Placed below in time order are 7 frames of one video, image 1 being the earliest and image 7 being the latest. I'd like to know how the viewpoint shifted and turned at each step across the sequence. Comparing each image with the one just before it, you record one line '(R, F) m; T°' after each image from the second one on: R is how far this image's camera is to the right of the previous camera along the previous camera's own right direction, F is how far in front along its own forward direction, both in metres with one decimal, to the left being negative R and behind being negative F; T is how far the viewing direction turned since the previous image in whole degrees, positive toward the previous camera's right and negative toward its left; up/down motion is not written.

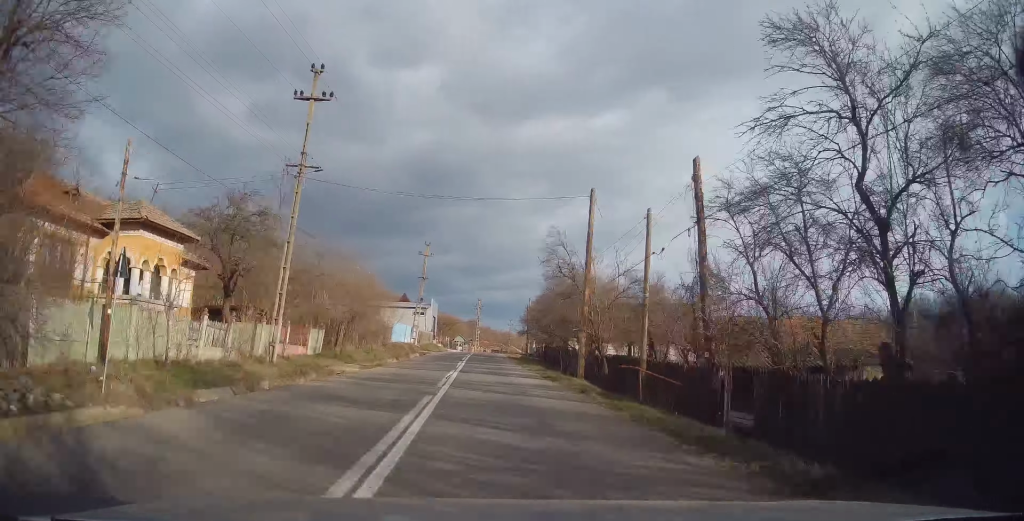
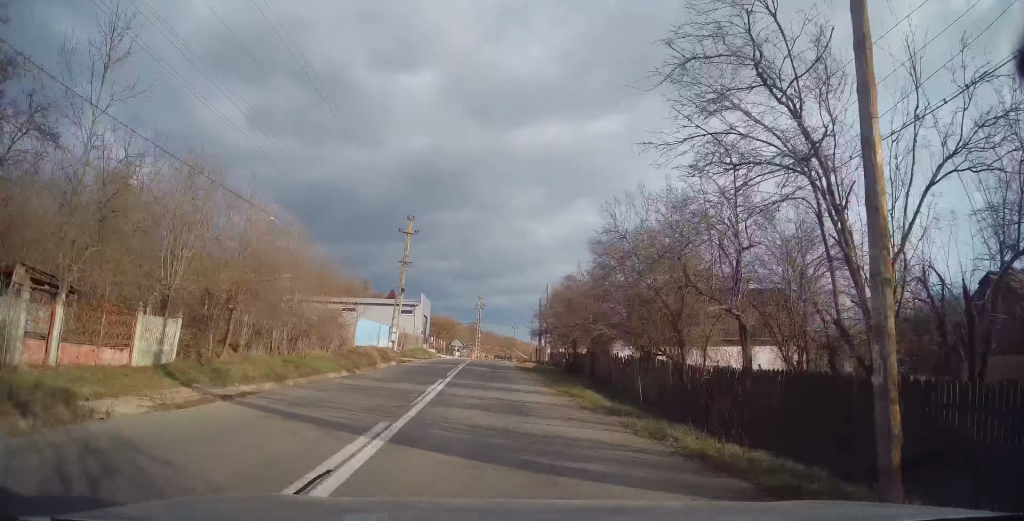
(-0.5, +15.5) m; 0°
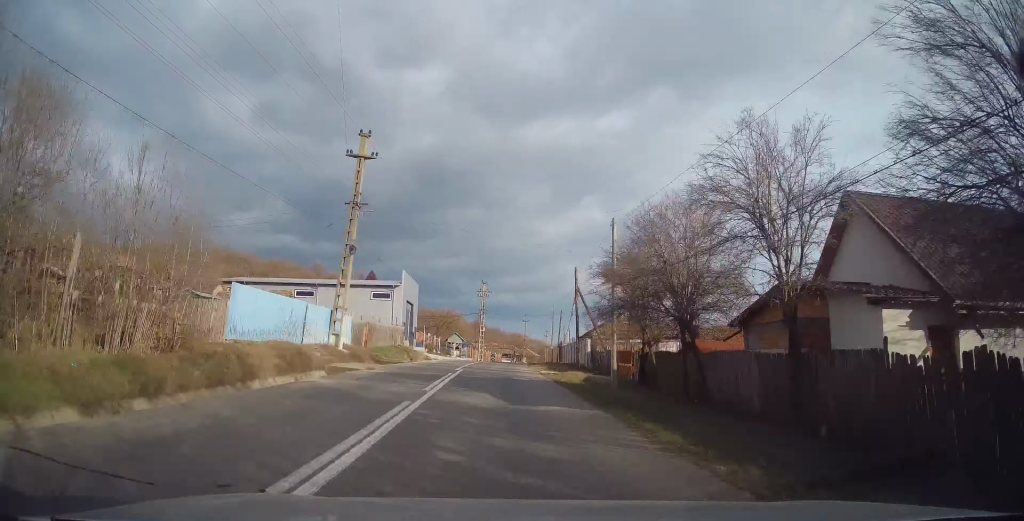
(+0.4, +20.2) m; 0°
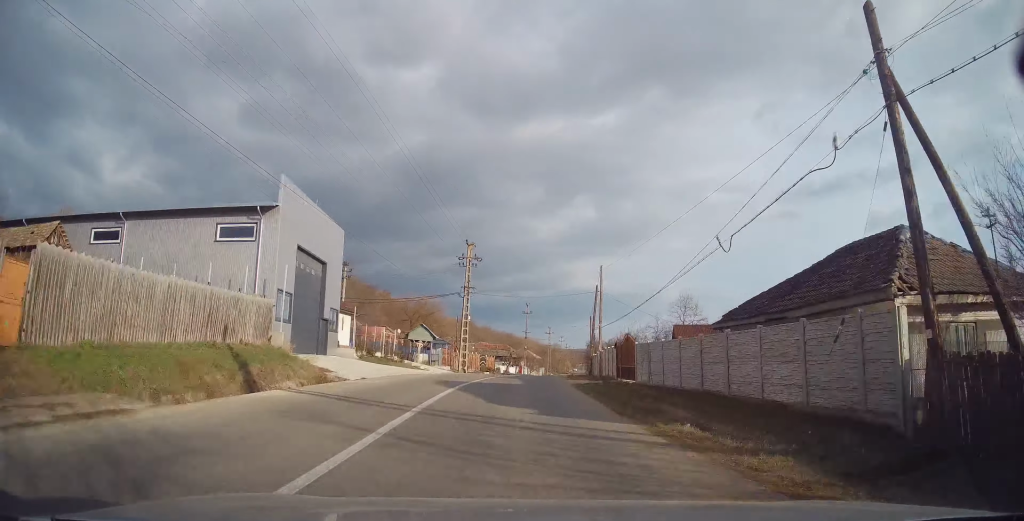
(0.0, +30.8) m; +4°
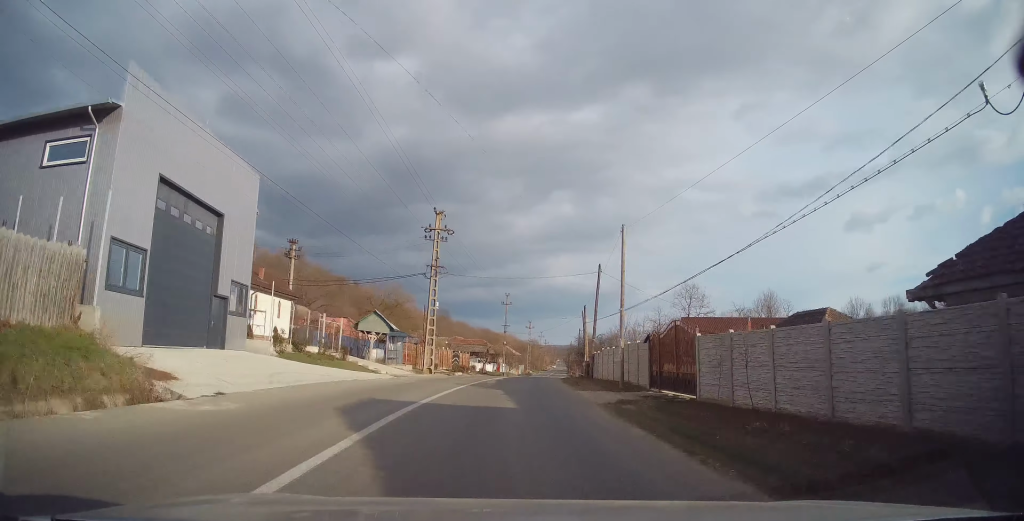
(+0.4, +9.8) m; +1°
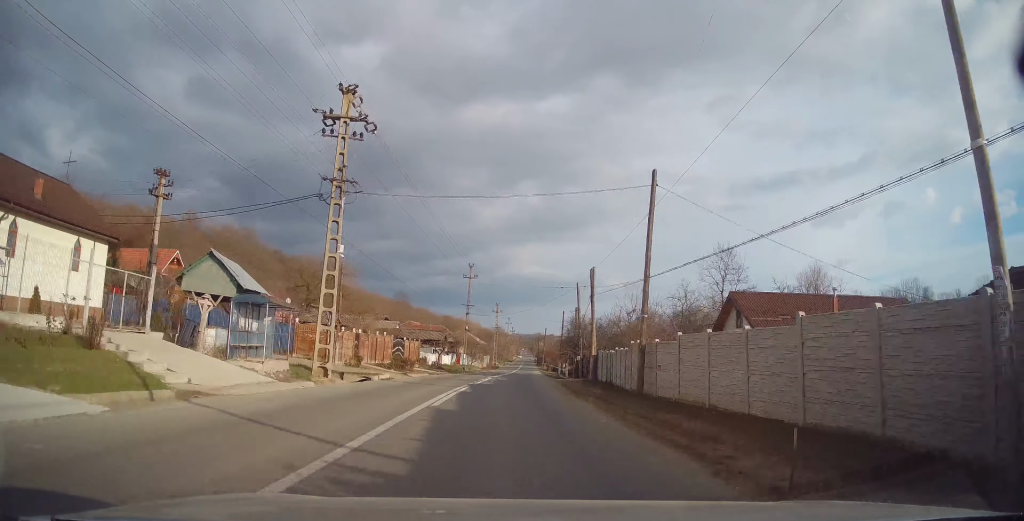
(+0.3, +18.0) m; +2°
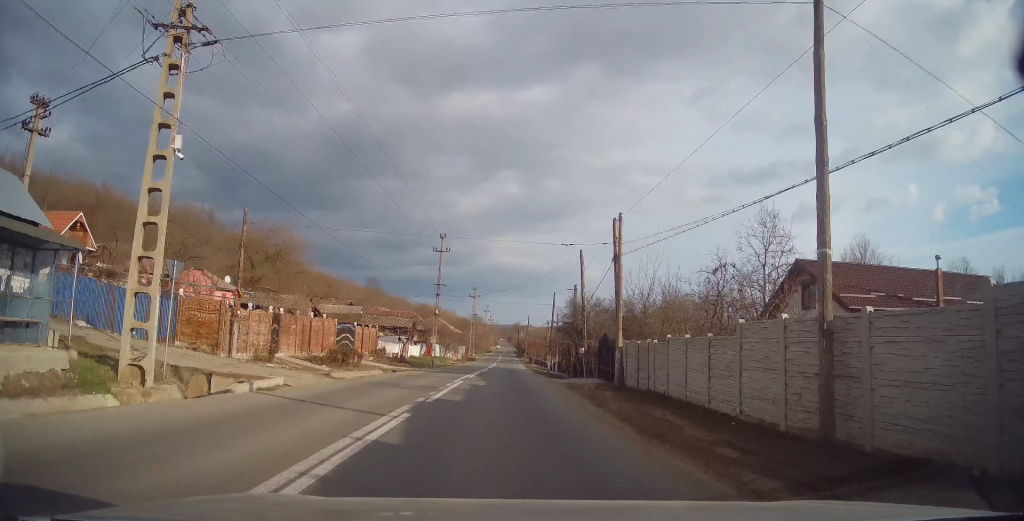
(+0.2, +10.4) m; +1°
